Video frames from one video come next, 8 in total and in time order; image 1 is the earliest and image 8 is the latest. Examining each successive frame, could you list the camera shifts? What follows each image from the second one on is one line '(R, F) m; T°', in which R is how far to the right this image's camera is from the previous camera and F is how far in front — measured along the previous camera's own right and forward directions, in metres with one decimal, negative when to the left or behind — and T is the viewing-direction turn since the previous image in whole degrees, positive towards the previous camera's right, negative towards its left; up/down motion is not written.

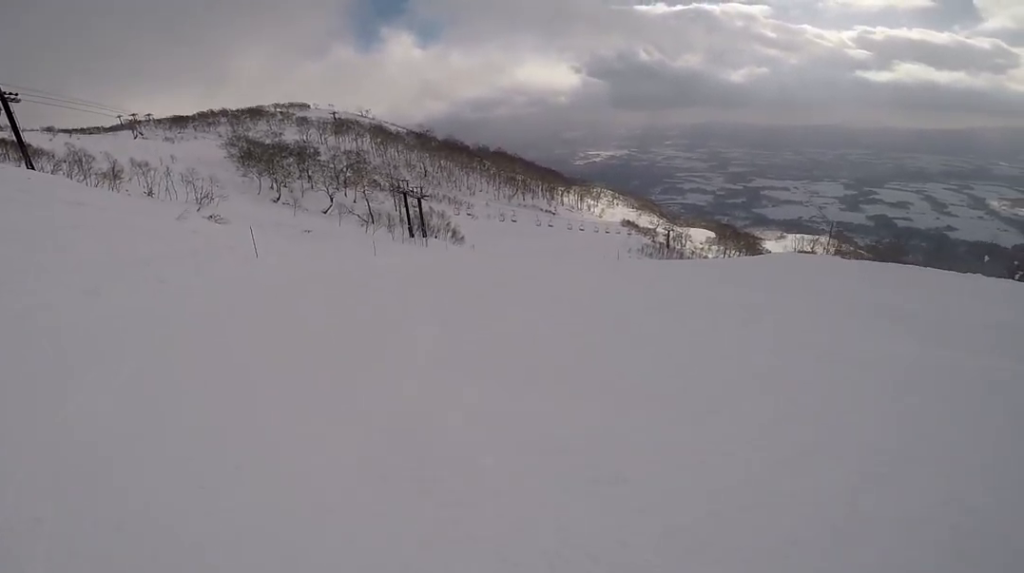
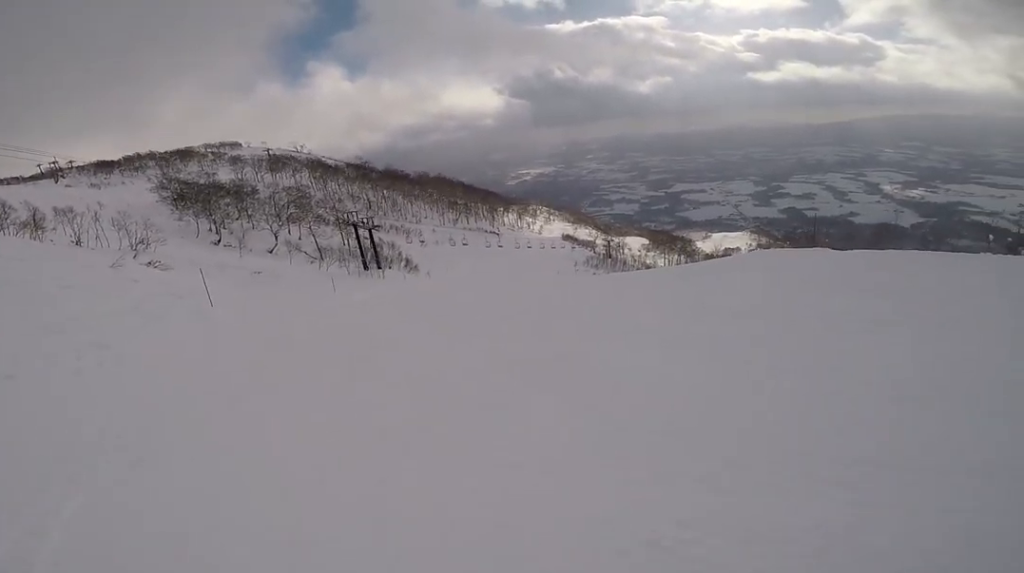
(+0.4, +2.6) m; +12°
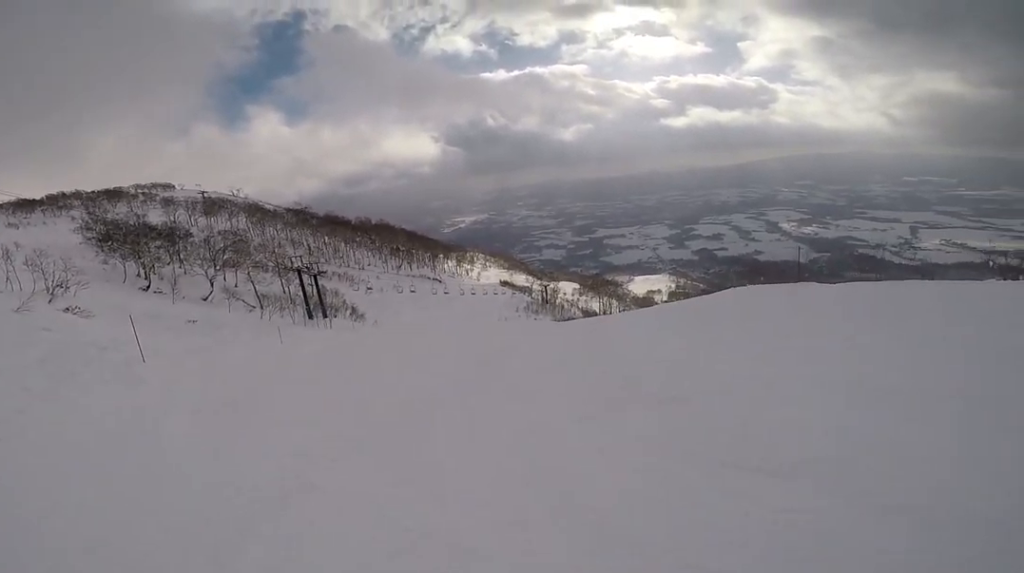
(+0.7, +2.9) m; +11°
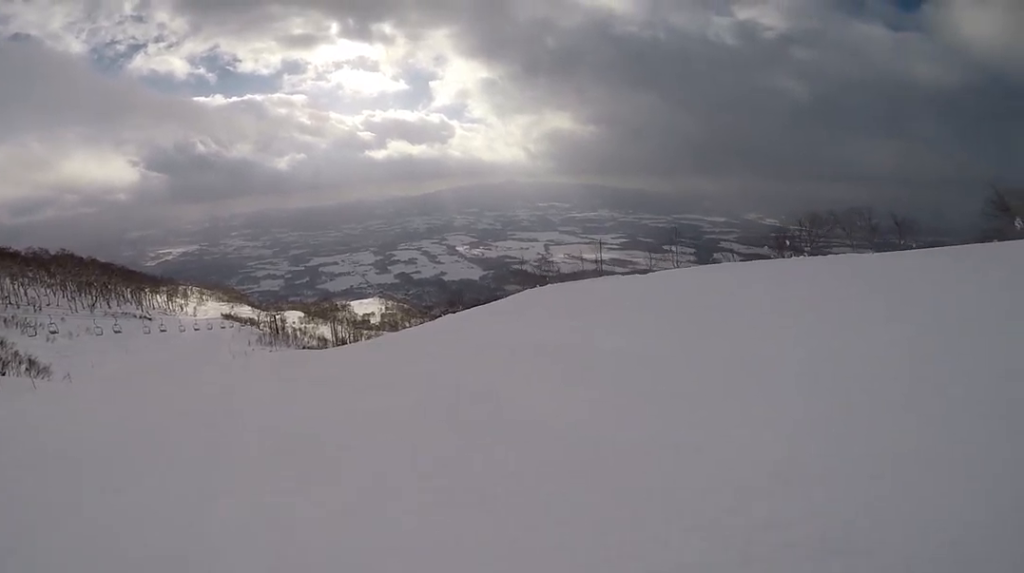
(+0.7, +6.7) m; +33°
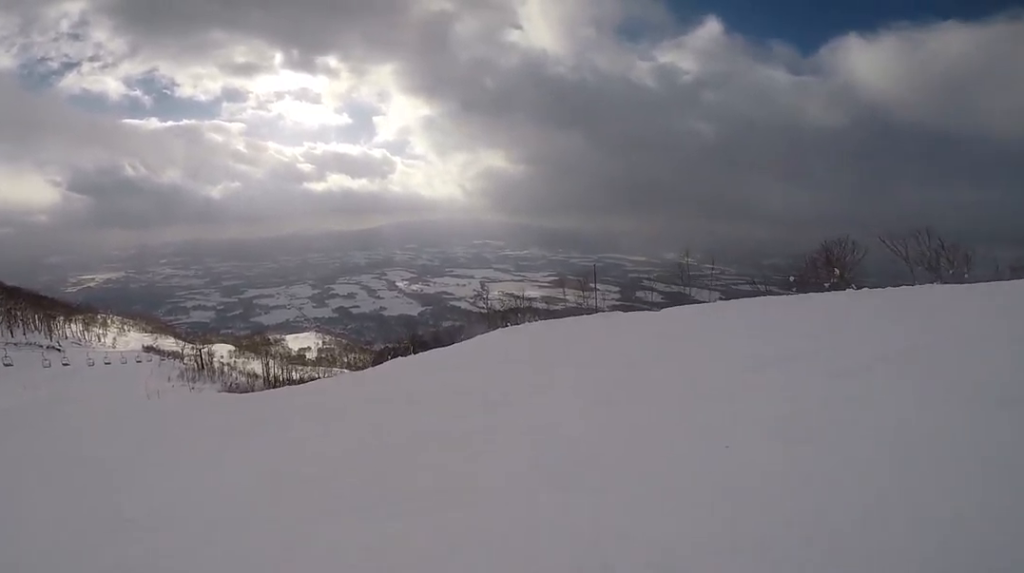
(+2.5, +5.2) m; +25°
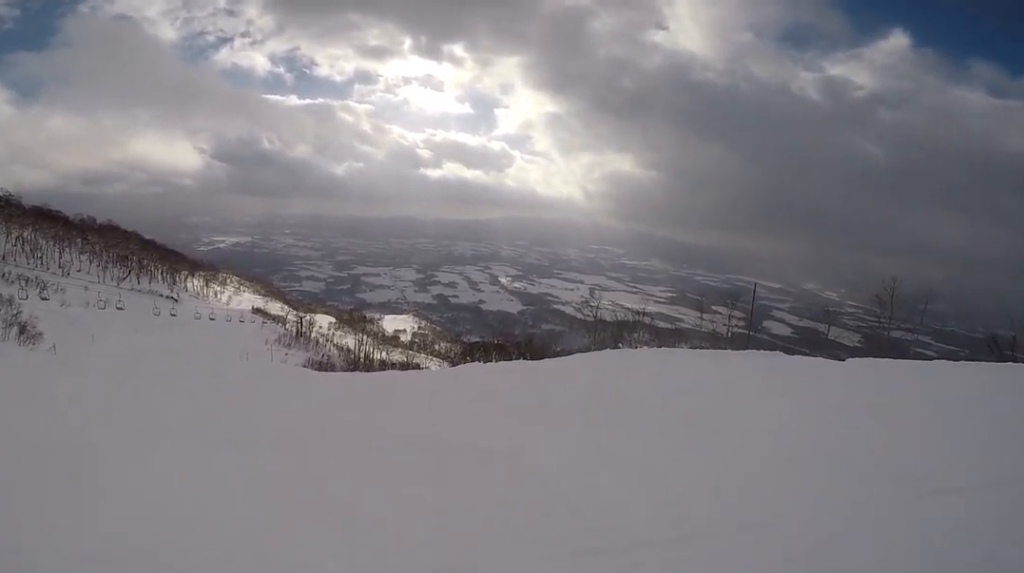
(0.0, +3.5) m; -15°
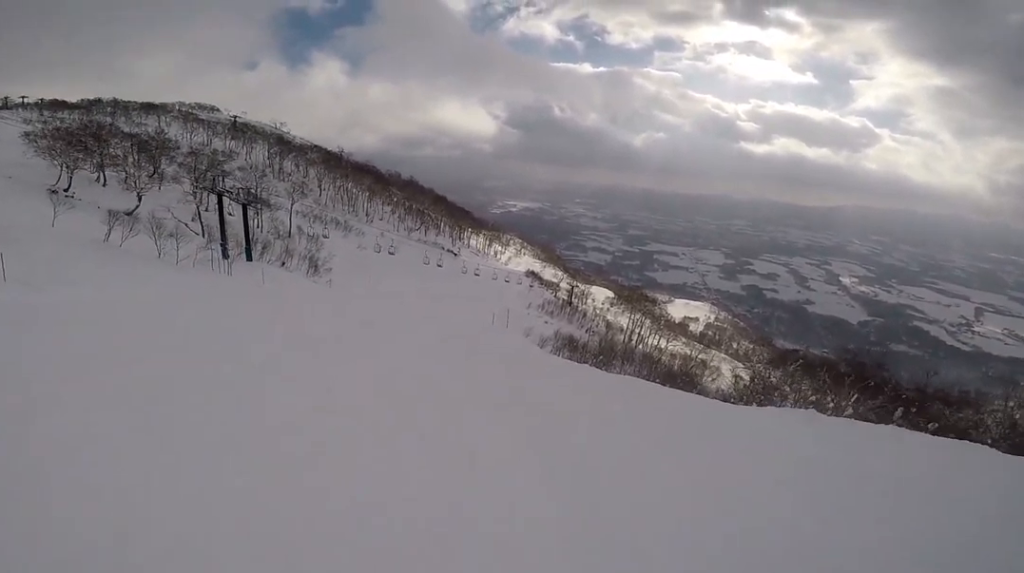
(-2.6, +6.7) m; -39°
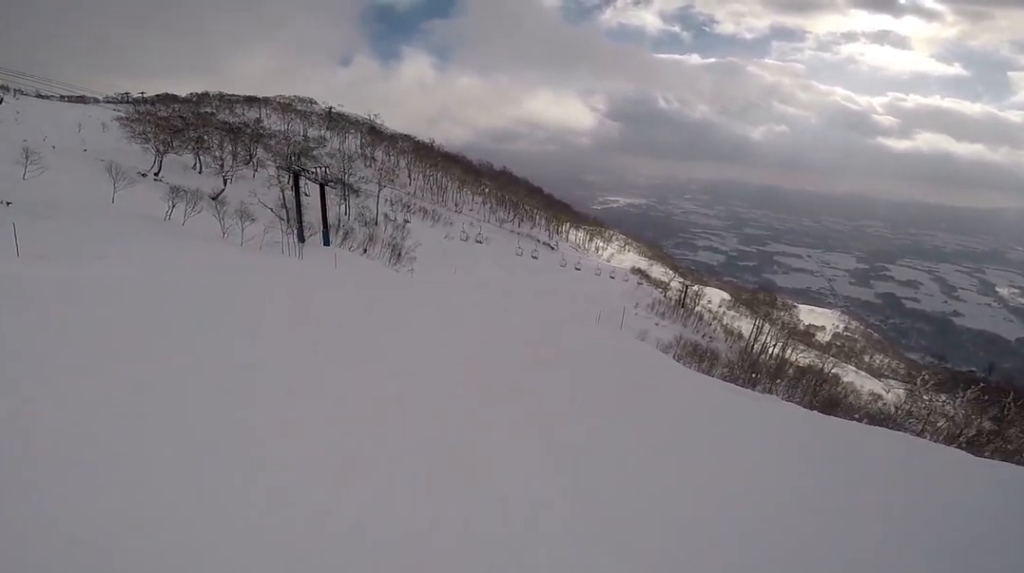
(-0.4, +5.4) m; -18°
